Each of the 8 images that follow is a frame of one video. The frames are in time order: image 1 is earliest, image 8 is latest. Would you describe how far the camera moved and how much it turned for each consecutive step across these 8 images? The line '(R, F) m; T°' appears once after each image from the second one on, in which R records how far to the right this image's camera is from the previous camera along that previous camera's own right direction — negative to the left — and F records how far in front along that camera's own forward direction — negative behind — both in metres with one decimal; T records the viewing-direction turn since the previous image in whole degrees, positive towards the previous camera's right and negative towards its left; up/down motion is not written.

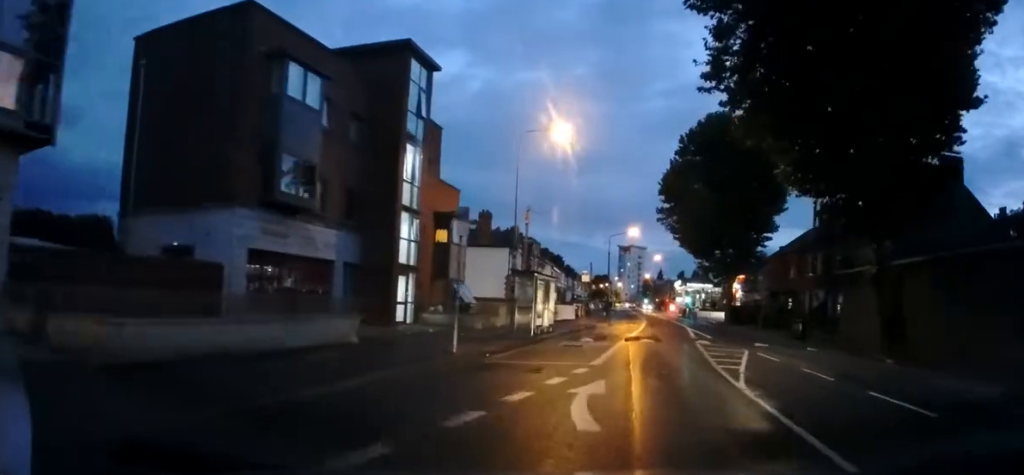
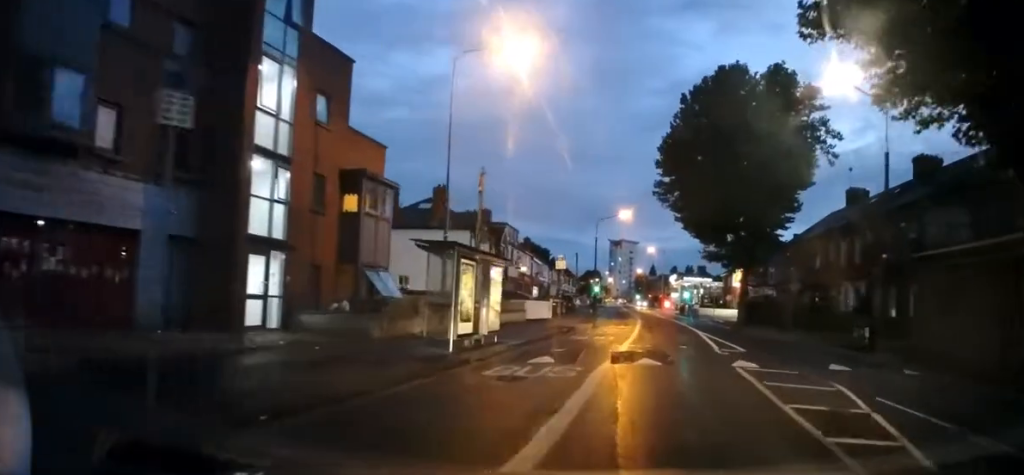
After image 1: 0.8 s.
(-0.1, +10.5) m; +2°
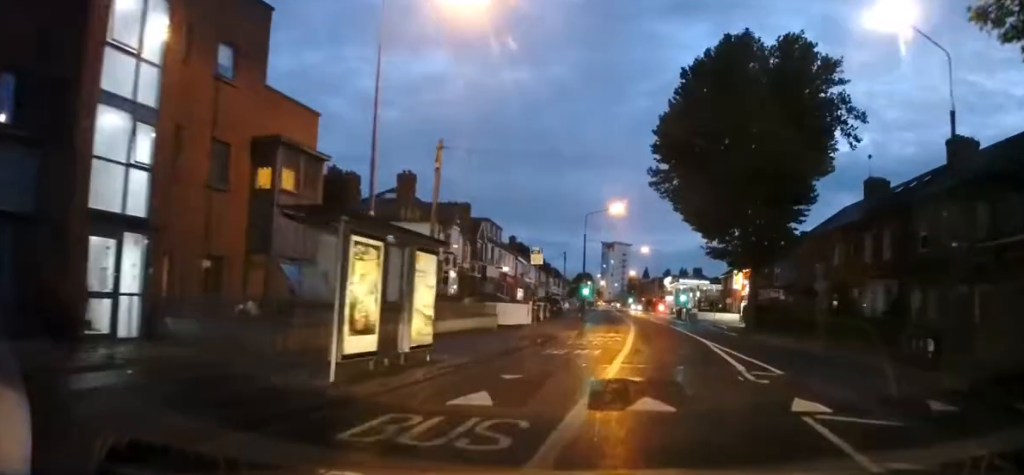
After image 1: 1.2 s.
(+0.2, +5.7) m; +1°
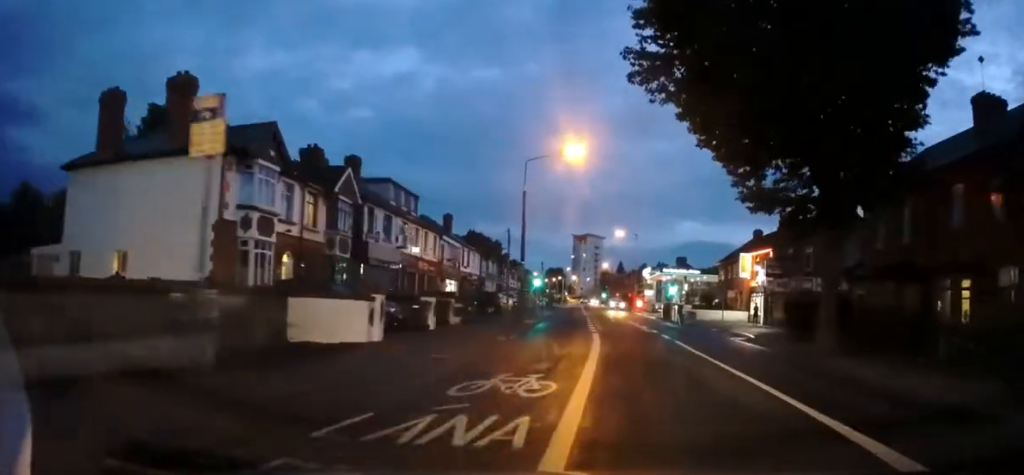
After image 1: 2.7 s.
(+0.5, +18.9) m; 0°
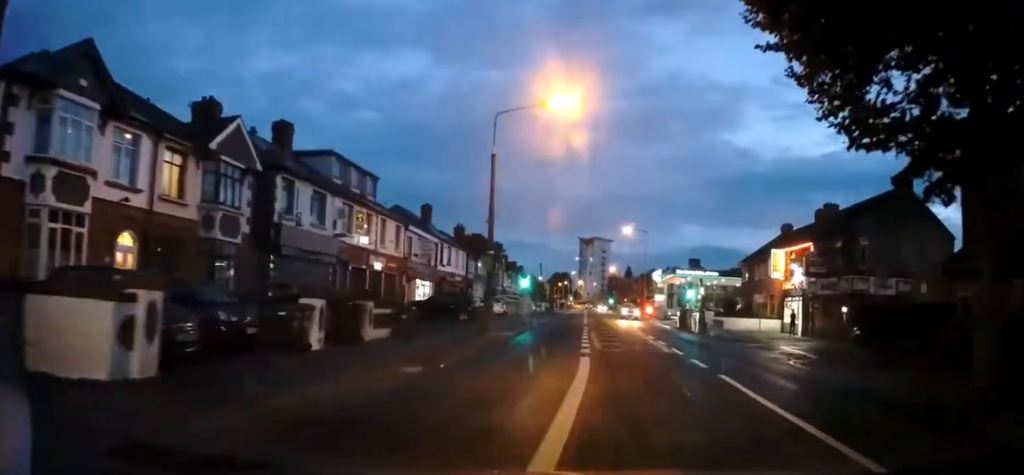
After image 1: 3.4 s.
(-0.1, +9.3) m; -1°
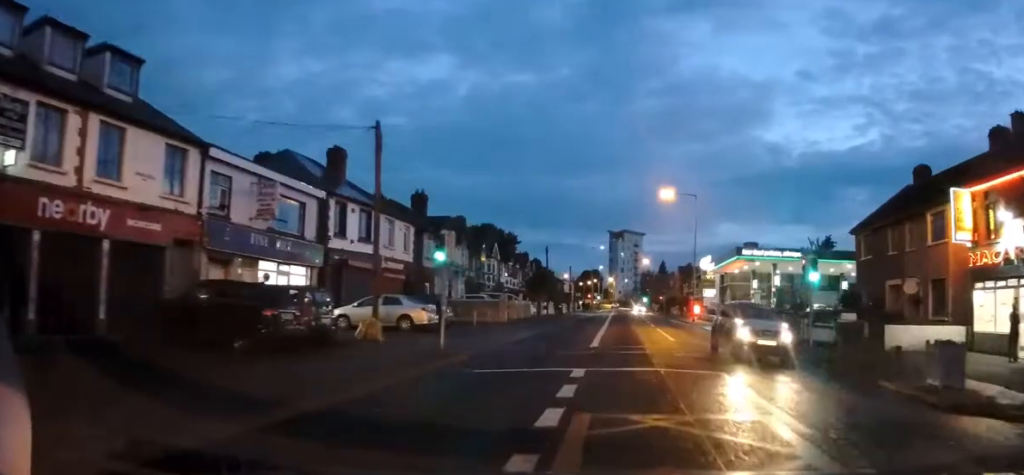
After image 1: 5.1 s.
(-0.4, +23.5) m; -2°
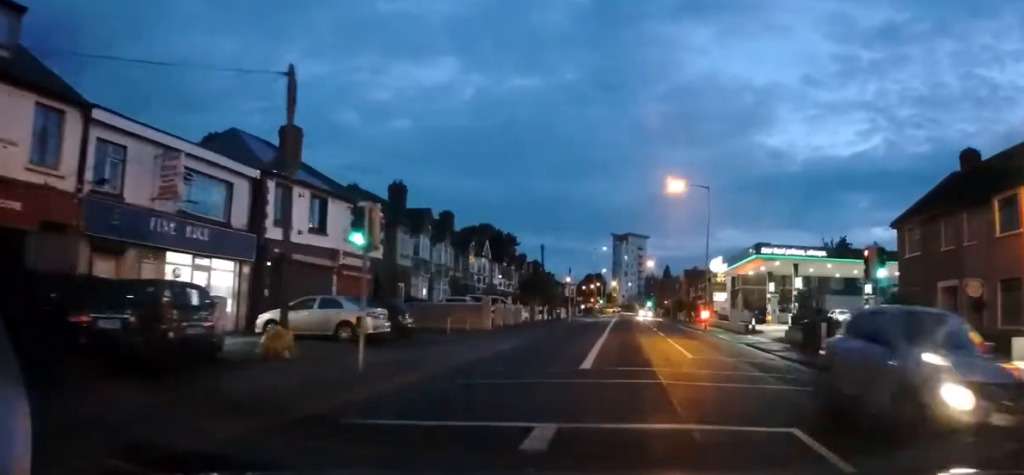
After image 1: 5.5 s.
(-0.1, +5.5) m; 0°
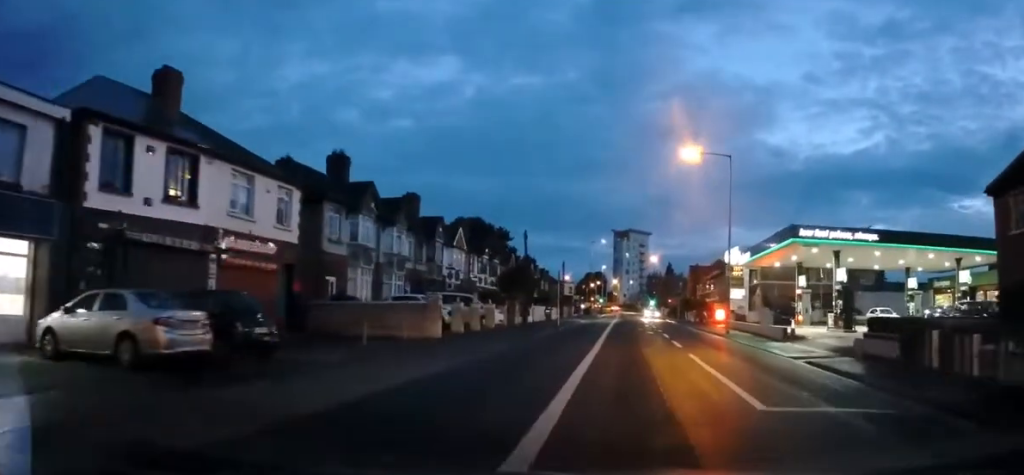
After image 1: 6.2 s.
(0.0, +9.1) m; 0°
